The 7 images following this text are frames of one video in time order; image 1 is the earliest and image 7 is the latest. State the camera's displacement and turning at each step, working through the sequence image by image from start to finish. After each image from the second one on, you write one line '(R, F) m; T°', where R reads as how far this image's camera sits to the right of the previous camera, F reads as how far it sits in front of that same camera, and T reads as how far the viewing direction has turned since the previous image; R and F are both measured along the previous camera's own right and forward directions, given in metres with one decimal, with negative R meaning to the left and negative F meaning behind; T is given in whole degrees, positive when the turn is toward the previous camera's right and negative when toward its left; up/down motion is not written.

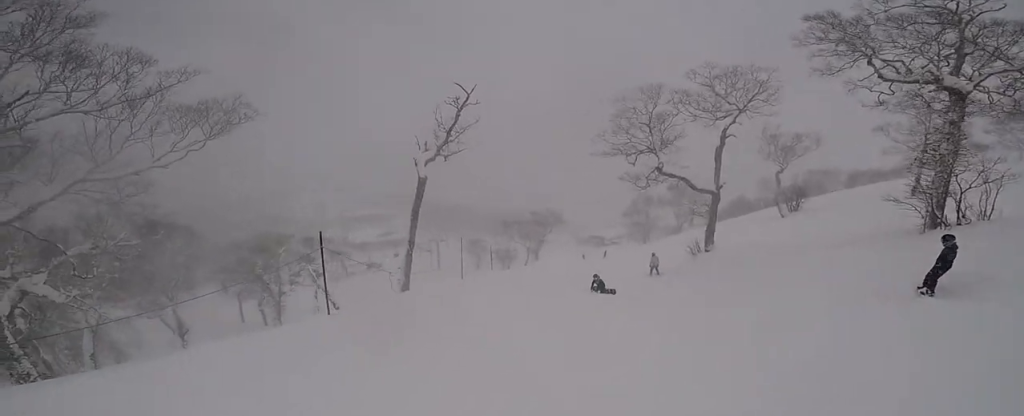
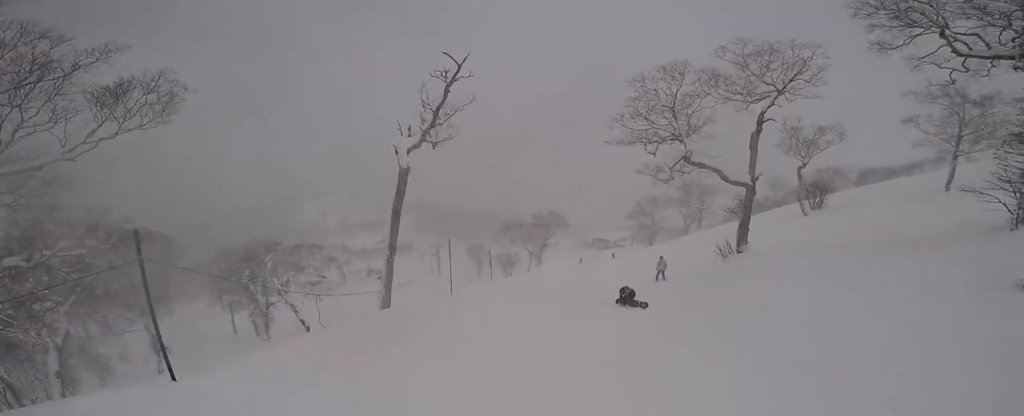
(+0.4, +3.3) m; +2°
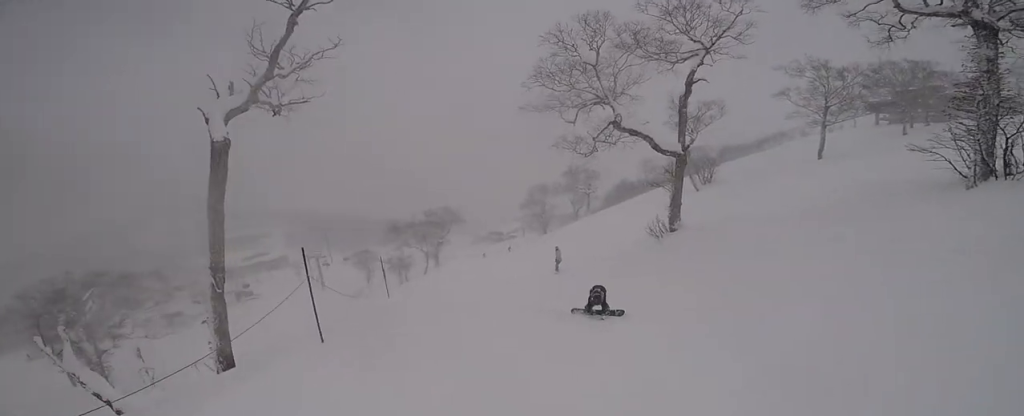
(-0.7, +4.9) m; 0°
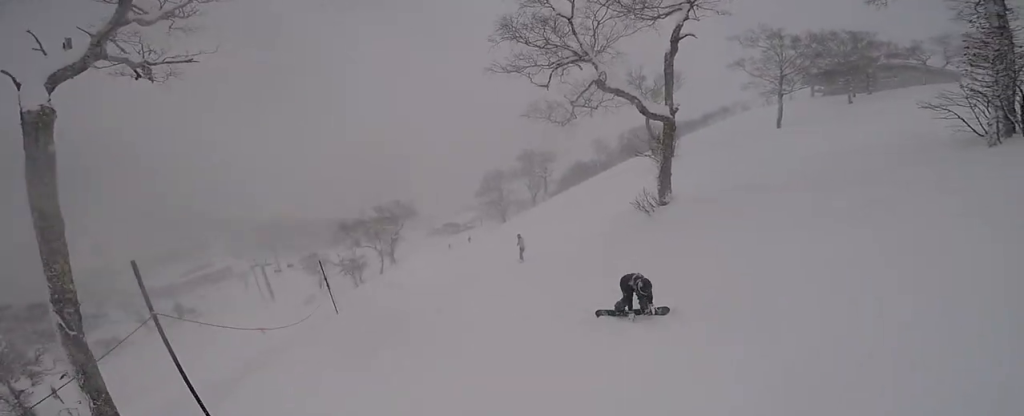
(+0.7, +2.8) m; +1°
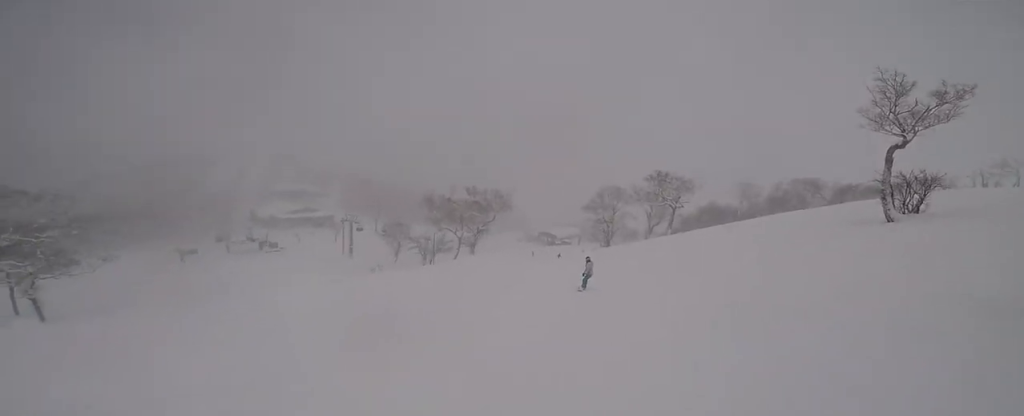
(+0.7, +11.5) m; +6°
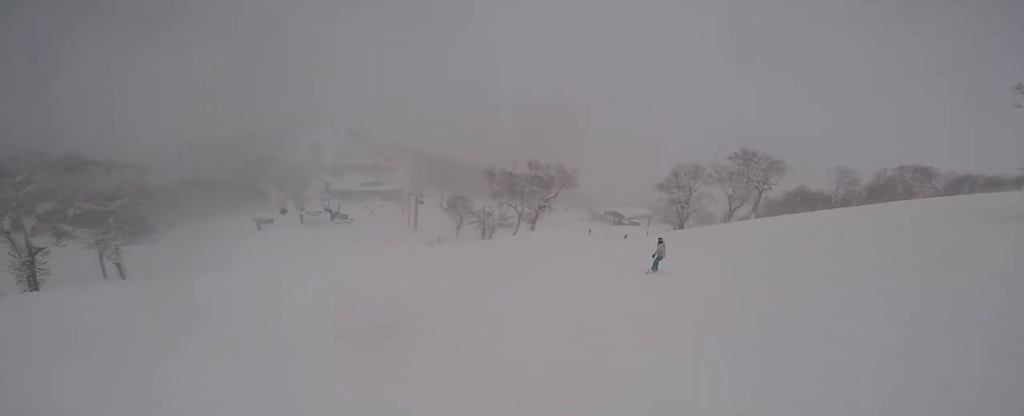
(-0.2, +2.7) m; 0°
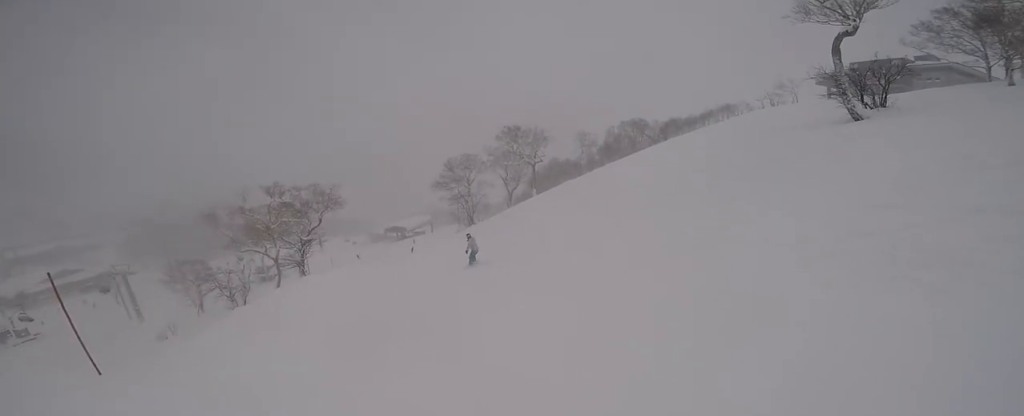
(+0.1, +10.5) m; +10°
